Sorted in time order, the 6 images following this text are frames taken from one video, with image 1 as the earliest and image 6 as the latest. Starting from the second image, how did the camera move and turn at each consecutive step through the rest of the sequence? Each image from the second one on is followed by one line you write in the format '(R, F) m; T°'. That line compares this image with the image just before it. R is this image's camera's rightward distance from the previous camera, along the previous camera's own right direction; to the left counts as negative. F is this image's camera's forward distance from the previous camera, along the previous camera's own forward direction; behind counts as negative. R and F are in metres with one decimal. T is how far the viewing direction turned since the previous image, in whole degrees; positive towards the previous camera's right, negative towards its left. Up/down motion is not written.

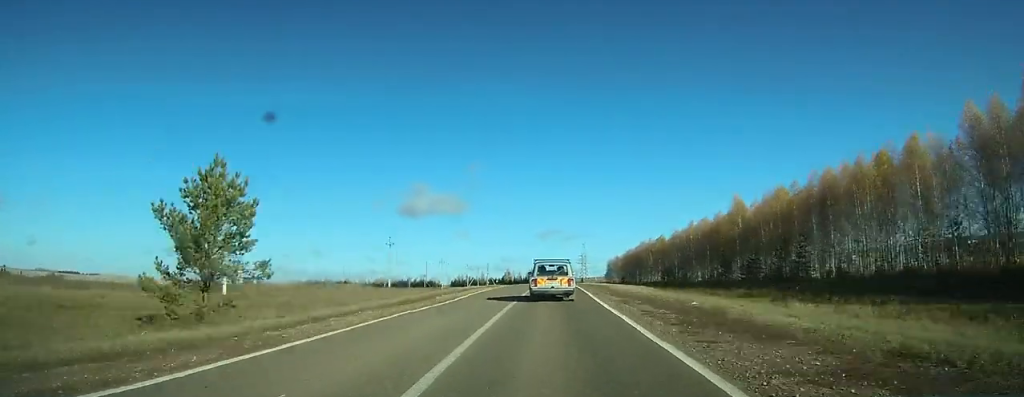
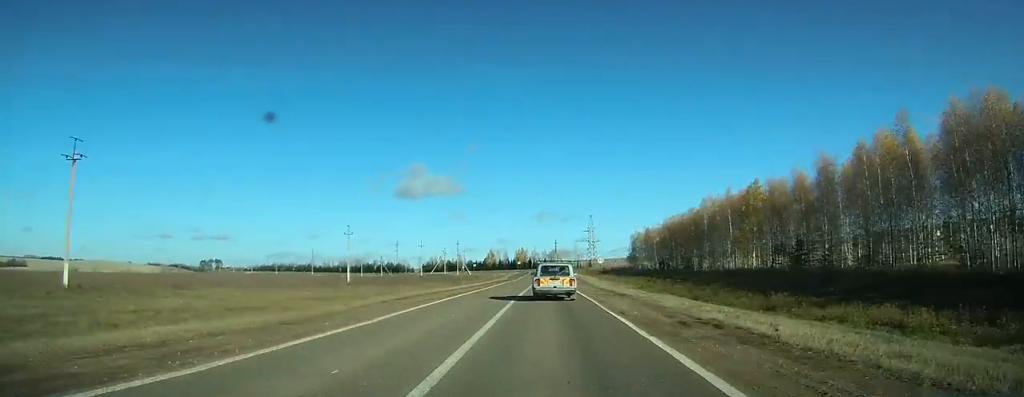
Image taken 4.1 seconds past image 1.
(+1.9, +81.0) m; +1°
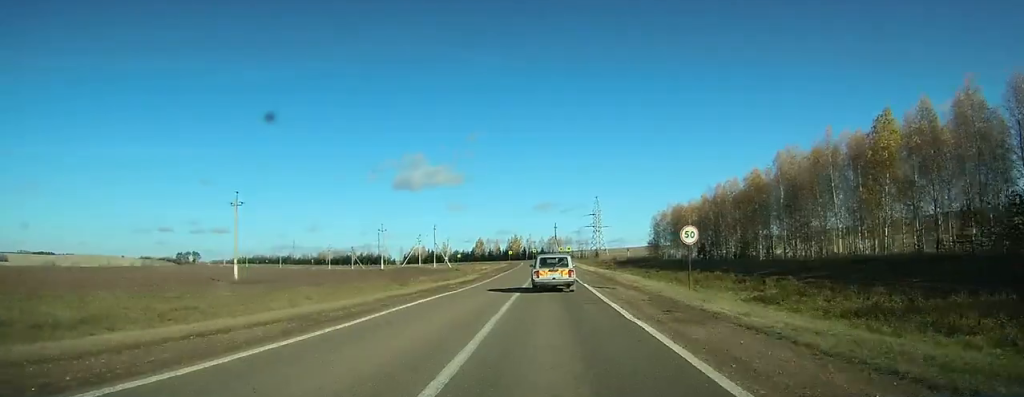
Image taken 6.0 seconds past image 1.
(-0.2, +32.4) m; 0°
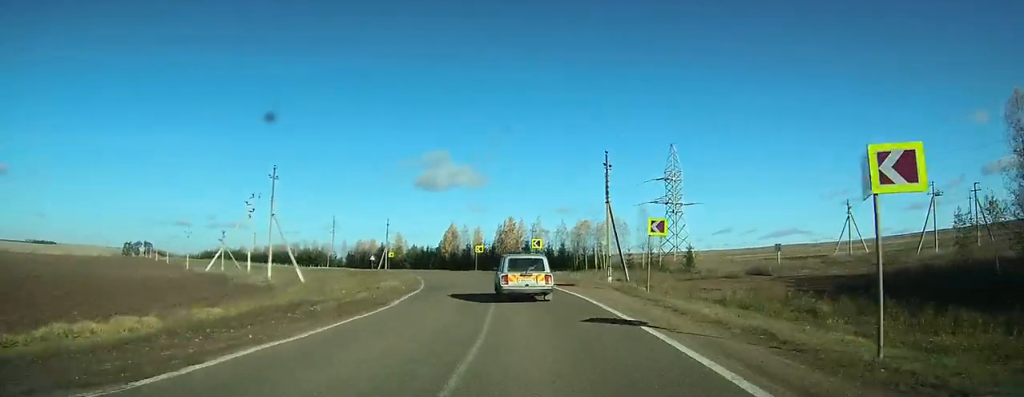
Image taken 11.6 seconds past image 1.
(+0.1, +90.1) m; -1°
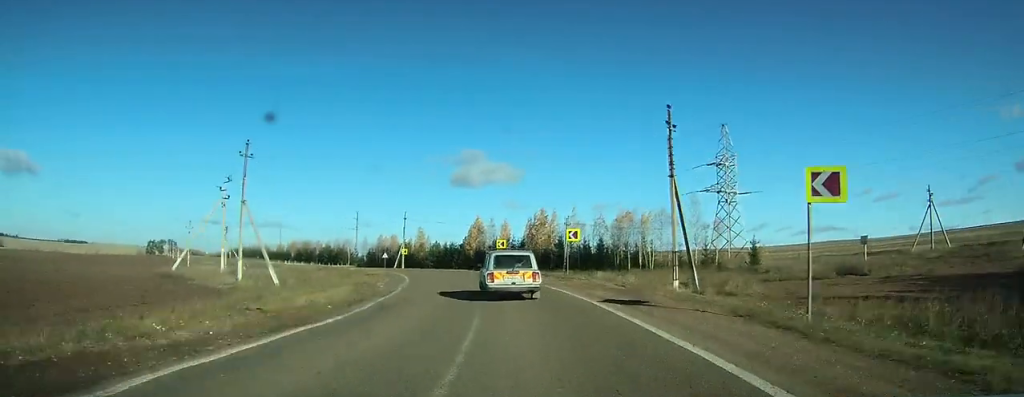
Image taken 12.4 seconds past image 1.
(0.0, +12.7) m; -1°
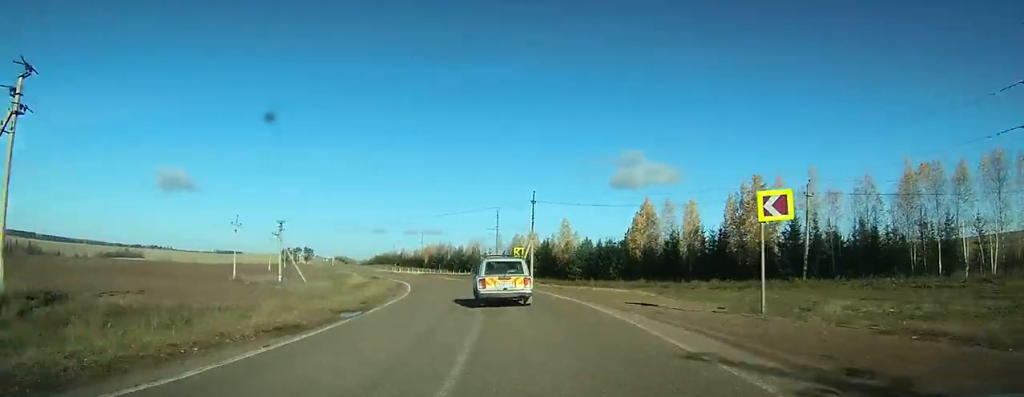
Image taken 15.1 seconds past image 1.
(-2.7, +40.7) m; -11°
